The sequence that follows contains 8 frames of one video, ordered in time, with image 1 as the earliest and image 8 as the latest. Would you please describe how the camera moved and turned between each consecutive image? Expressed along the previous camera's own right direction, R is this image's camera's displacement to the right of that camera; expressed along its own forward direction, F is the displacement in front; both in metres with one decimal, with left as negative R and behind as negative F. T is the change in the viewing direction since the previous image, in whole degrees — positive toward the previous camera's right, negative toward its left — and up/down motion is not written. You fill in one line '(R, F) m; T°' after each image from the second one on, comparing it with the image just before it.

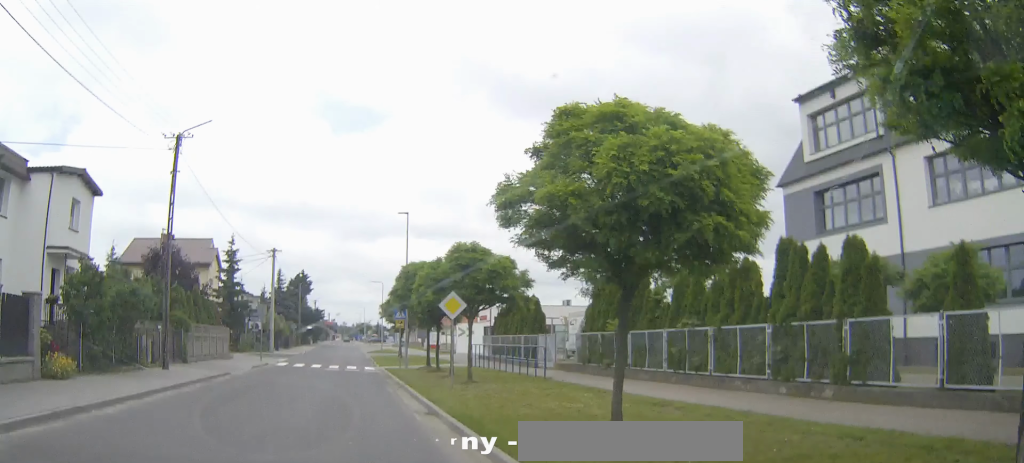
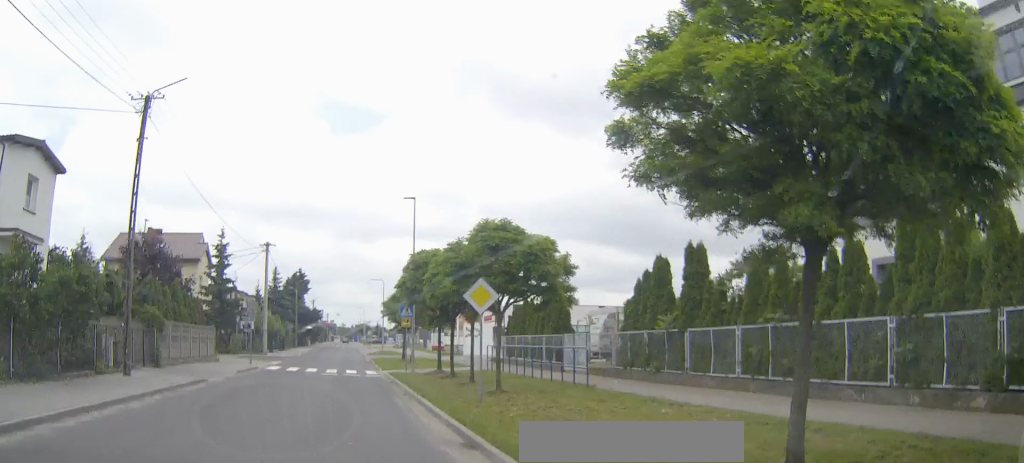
(0.0, +4.7) m; +1°
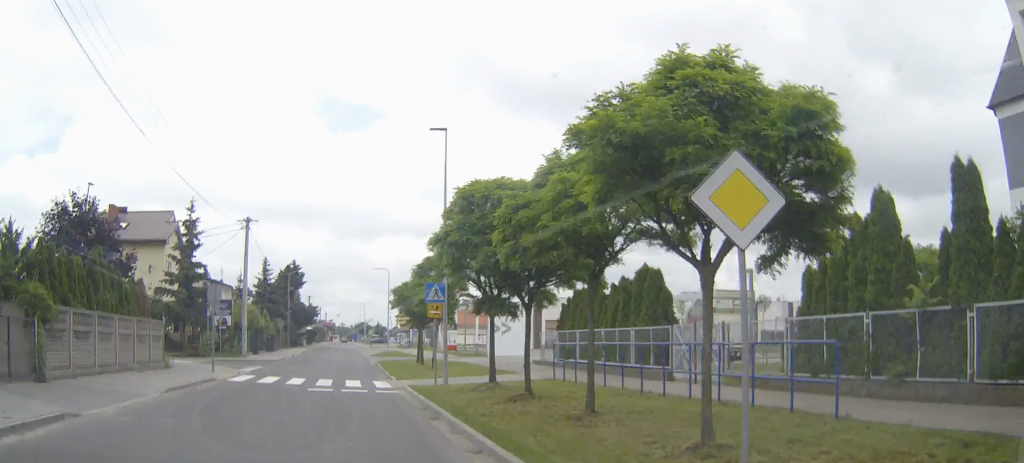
(+0.2, +11.6) m; +2°
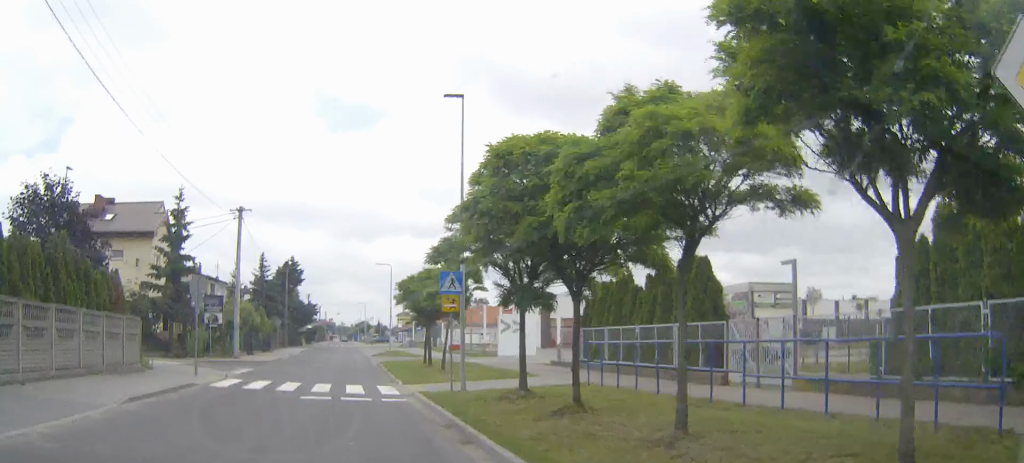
(0.0, +3.3) m; 0°
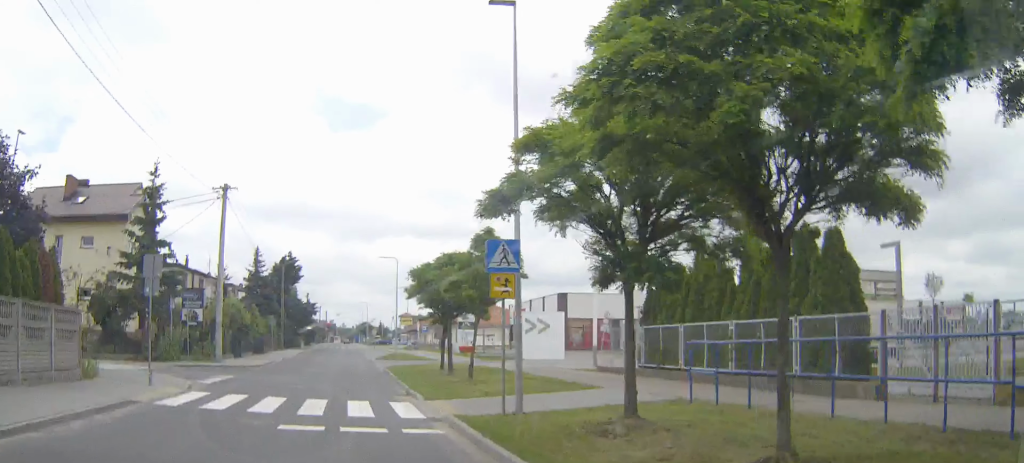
(0.0, +5.9) m; -1°
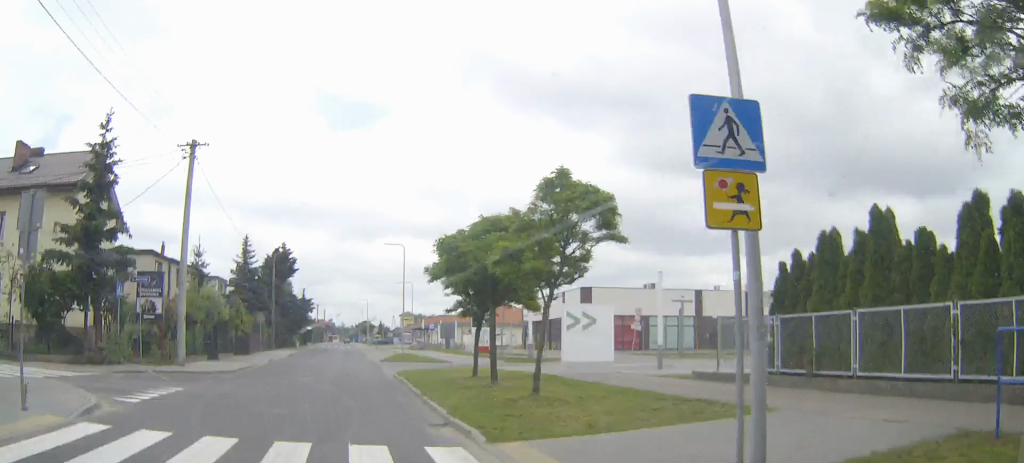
(-0.1, +7.9) m; -1°
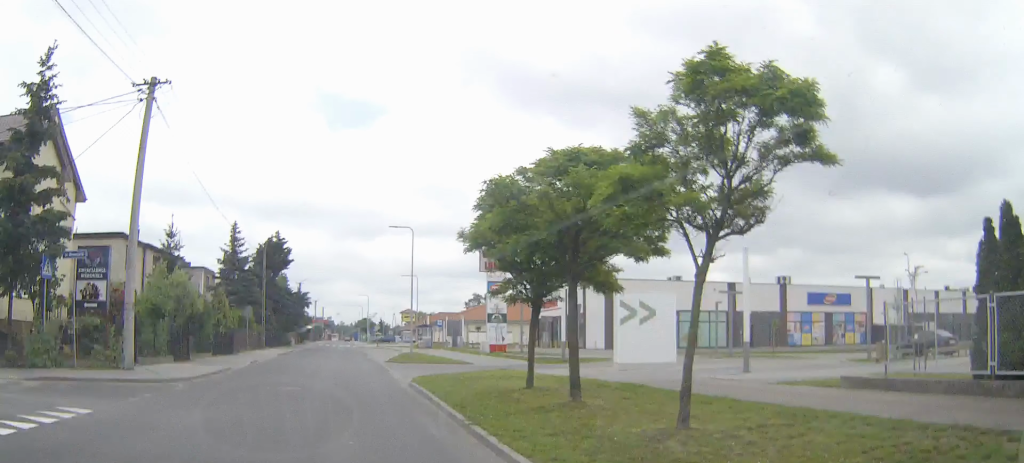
(-0.1, +6.7) m; -1°
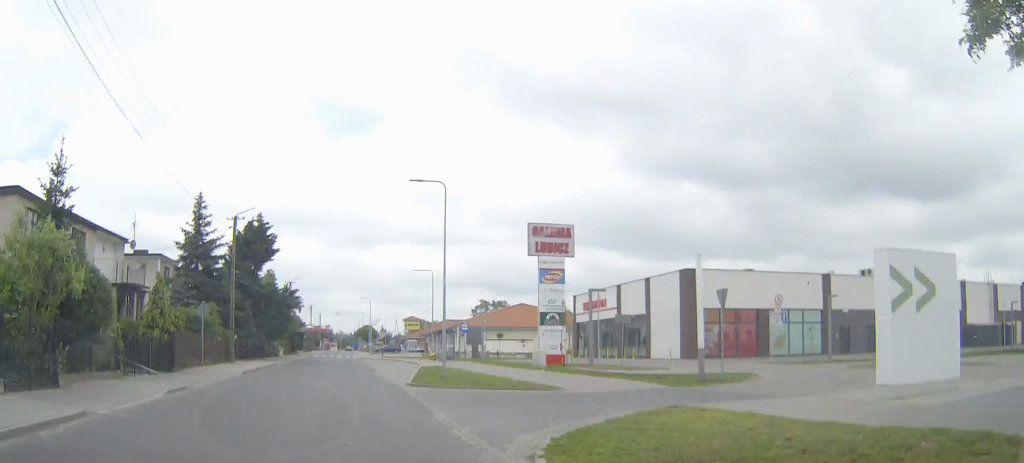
(0.0, +15.3) m; 0°
